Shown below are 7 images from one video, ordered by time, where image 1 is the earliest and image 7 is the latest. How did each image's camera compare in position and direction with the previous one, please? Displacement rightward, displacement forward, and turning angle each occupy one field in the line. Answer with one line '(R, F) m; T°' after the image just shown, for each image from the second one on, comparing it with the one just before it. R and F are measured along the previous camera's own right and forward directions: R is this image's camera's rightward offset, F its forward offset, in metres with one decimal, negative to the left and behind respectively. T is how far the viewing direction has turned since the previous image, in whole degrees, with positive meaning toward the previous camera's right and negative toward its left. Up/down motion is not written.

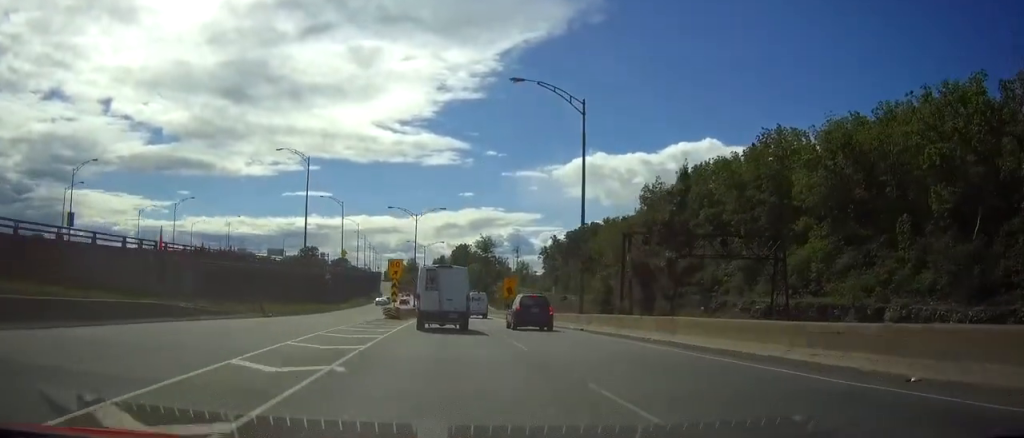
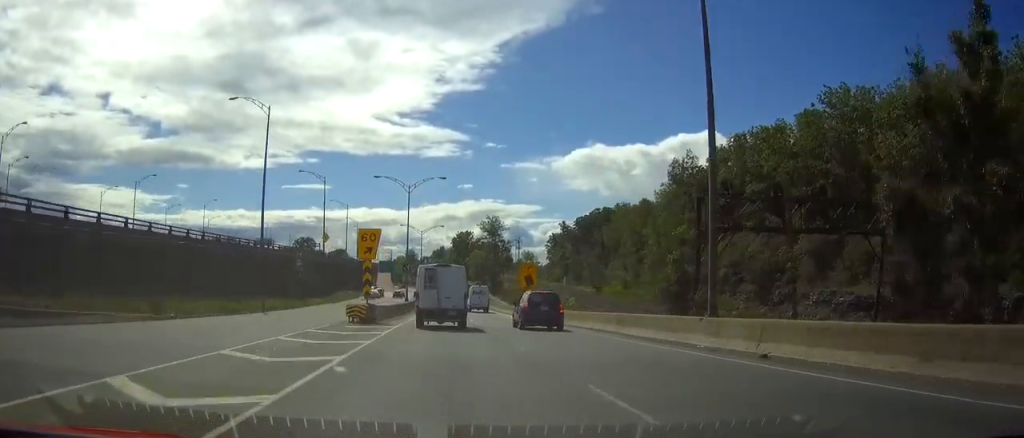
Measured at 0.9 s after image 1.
(+0.1, +18.5) m; 0°
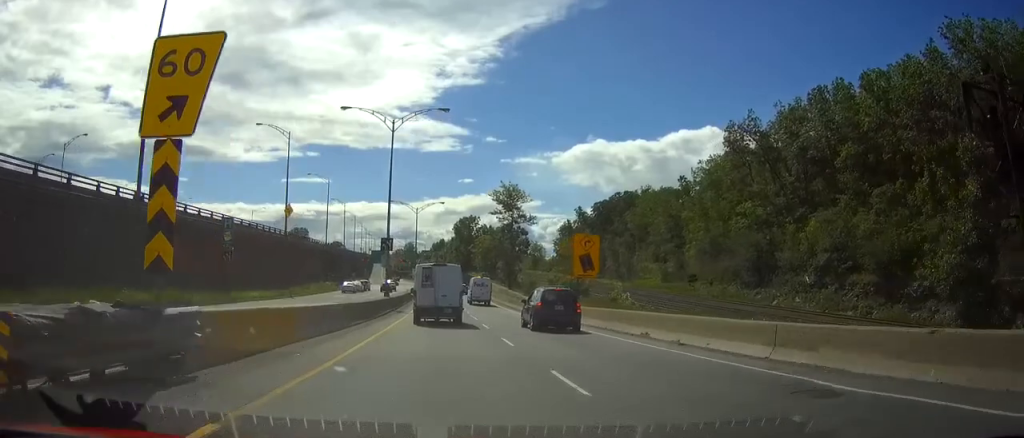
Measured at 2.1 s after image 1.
(0.0, +25.3) m; 0°
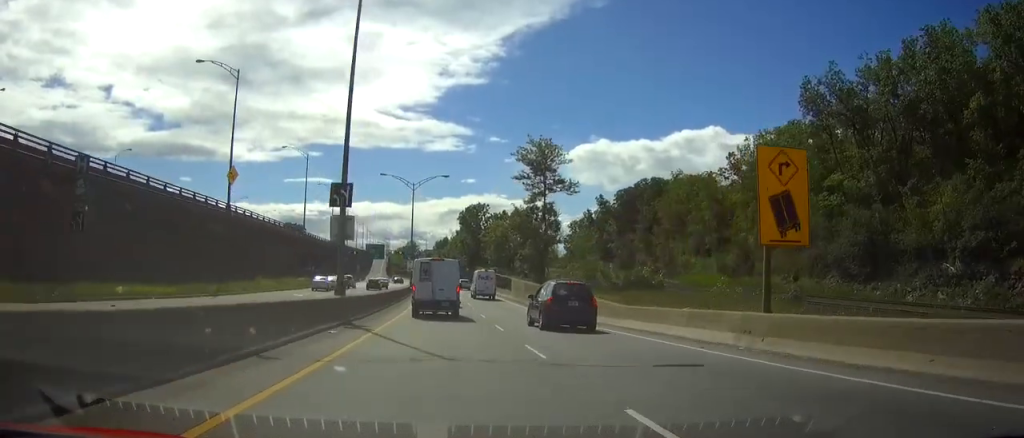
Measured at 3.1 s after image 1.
(-0.1, +22.4) m; 0°
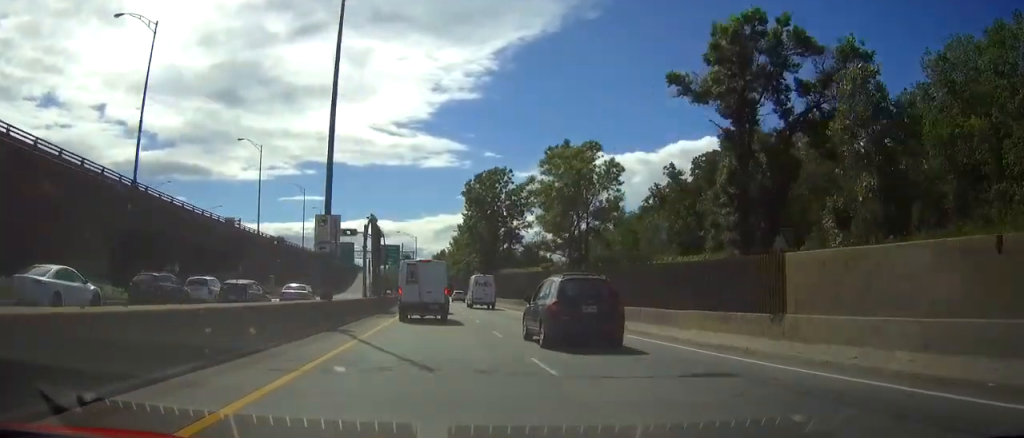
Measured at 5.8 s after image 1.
(0.0, +56.4) m; 0°
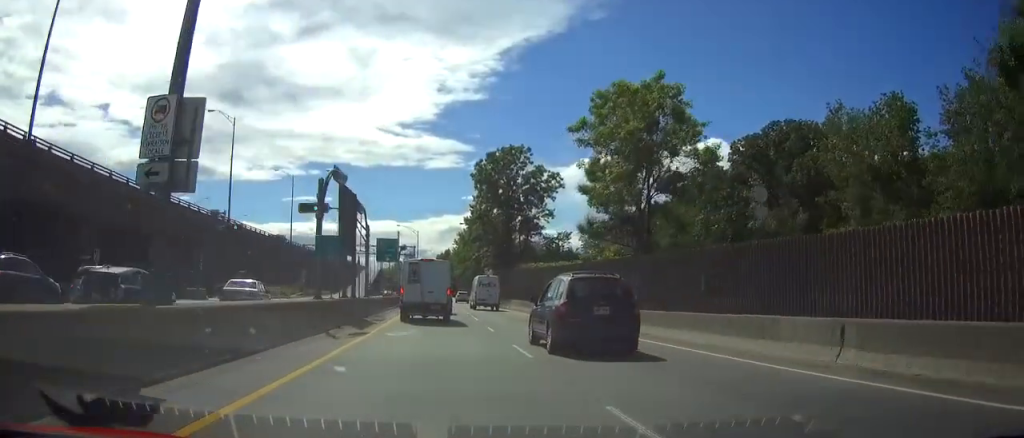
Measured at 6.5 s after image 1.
(+0.1, +14.5) m; 0°
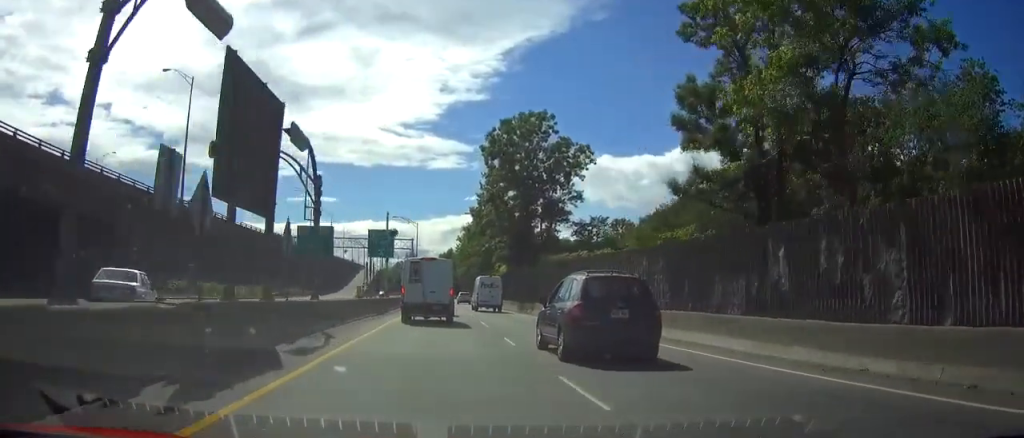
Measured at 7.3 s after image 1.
(-0.1, +15.1) m; 0°
